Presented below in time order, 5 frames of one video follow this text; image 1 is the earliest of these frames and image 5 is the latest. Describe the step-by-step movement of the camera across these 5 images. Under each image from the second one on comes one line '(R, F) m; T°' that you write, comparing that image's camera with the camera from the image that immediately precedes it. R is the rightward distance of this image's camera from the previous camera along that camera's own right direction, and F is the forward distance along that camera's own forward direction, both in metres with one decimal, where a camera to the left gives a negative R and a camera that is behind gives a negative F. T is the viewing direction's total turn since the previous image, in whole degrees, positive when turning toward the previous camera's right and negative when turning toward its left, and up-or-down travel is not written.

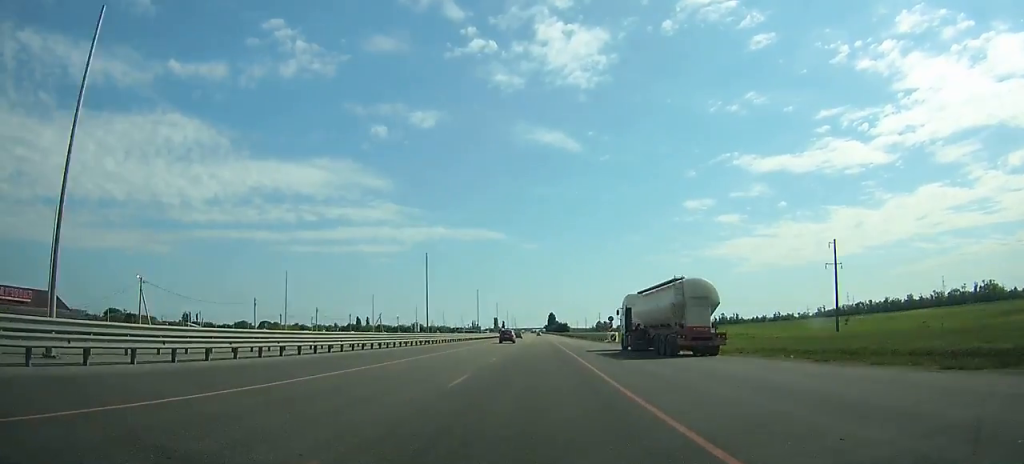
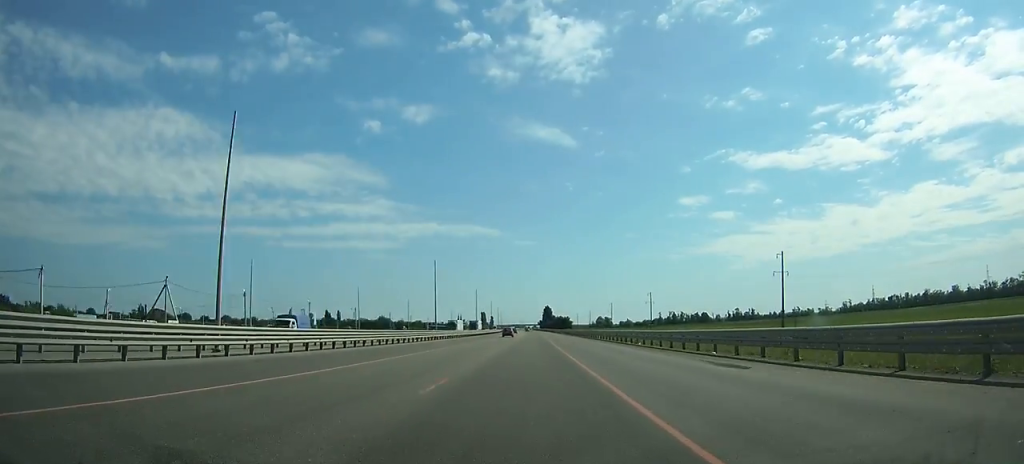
(0.0, +100.5) m; 0°
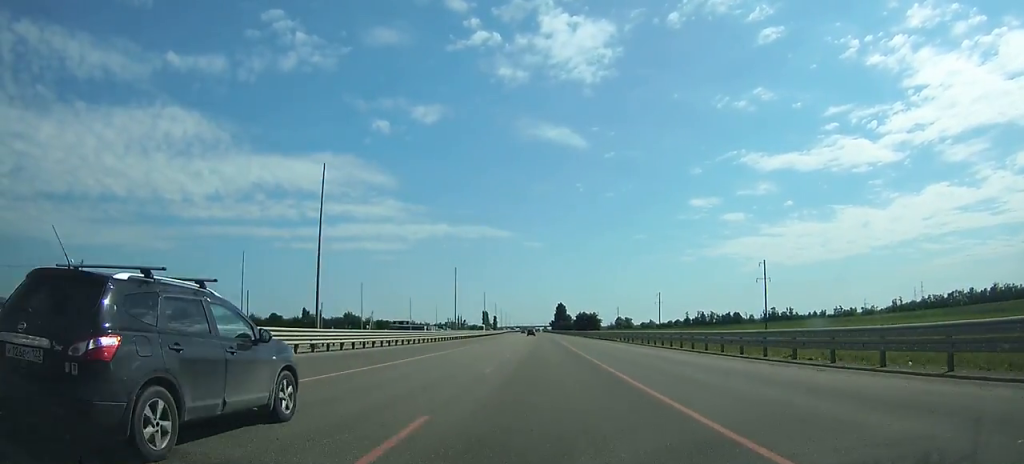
(-0.2, +98.7) m; 0°
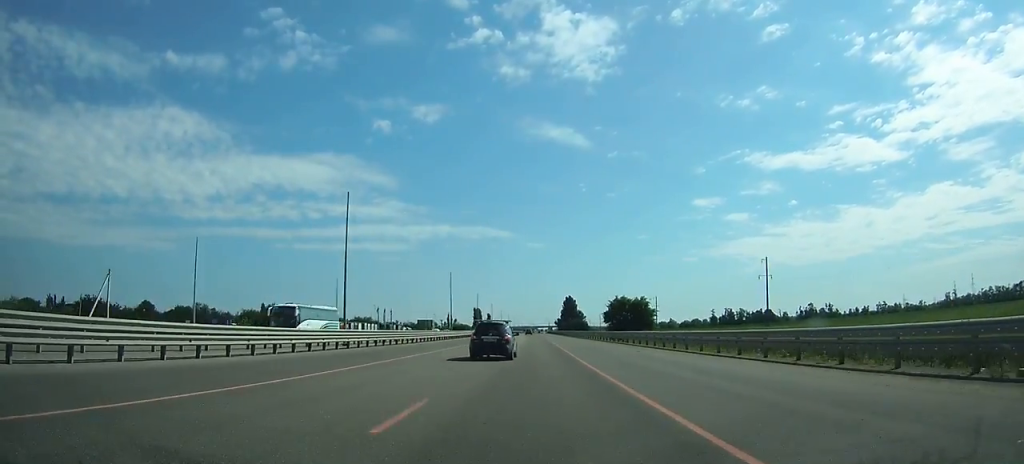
(-0.1, +97.8) m; 0°
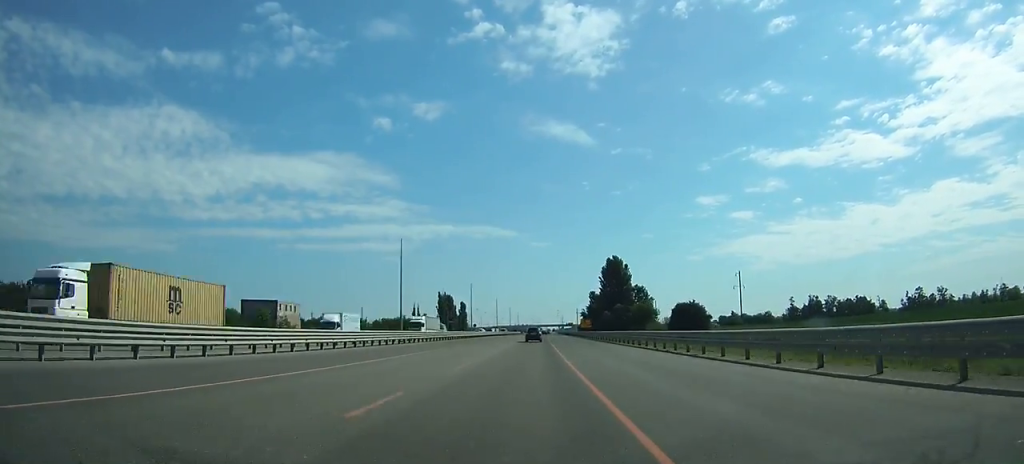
(-2.1, +200.6) m; 0°
